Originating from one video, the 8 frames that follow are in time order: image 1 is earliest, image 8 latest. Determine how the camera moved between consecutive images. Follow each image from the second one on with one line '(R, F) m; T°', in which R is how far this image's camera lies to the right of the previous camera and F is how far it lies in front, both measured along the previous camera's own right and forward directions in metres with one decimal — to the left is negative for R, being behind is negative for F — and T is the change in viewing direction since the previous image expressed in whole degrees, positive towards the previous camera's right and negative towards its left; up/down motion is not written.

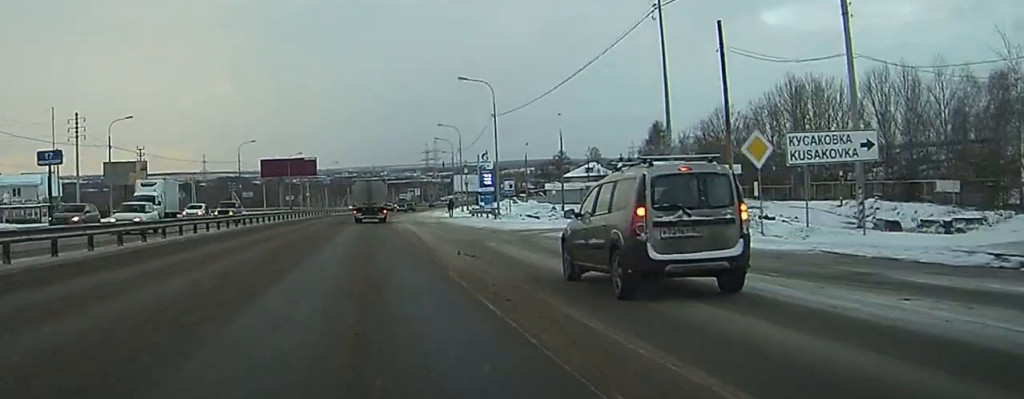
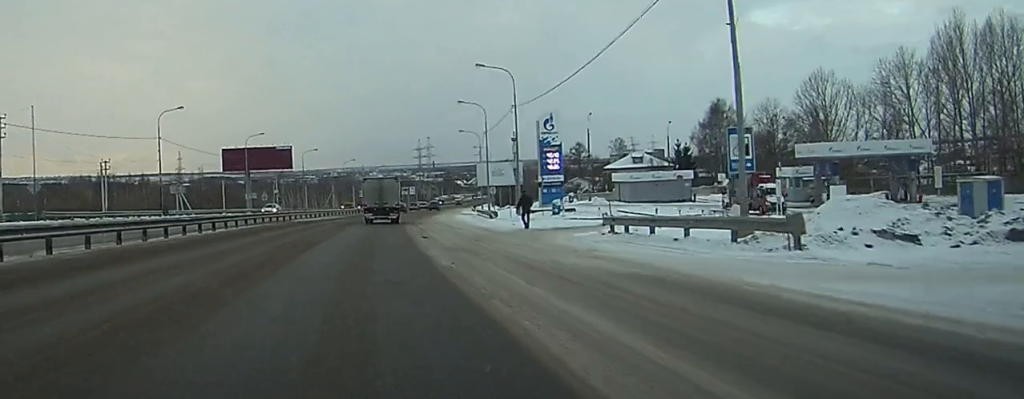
(+0.7, +47.4) m; +1°
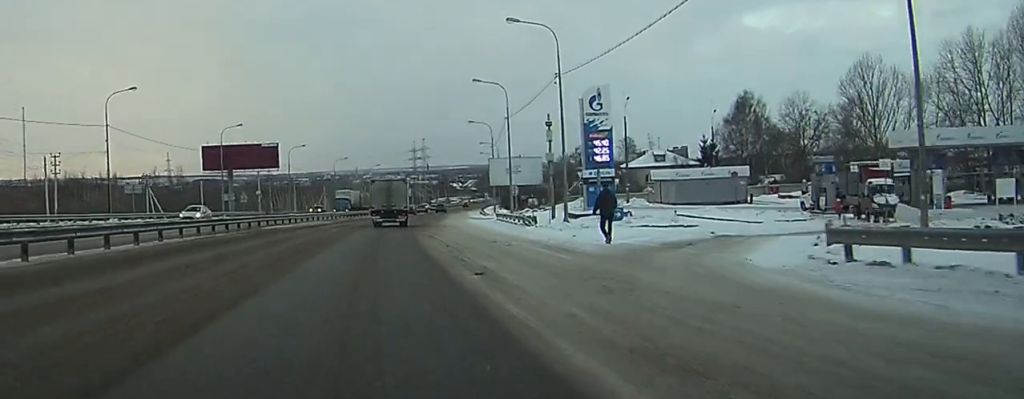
(0.0, +16.6) m; 0°
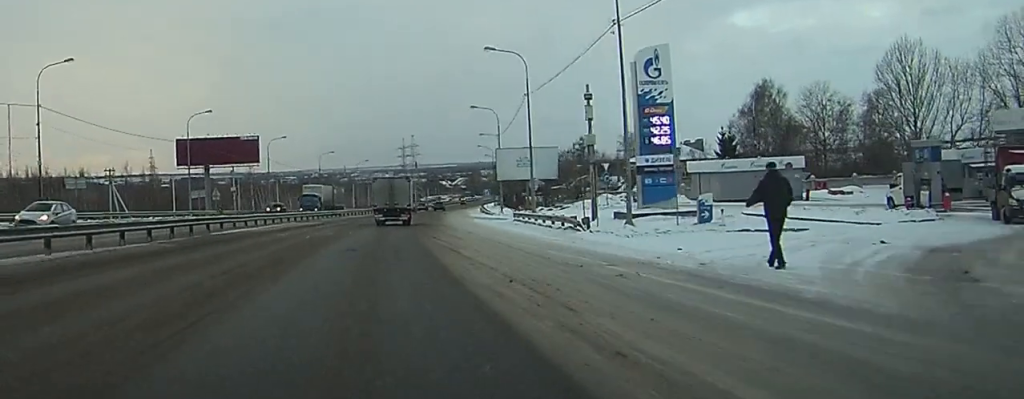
(+0.1, +13.7) m; +1°
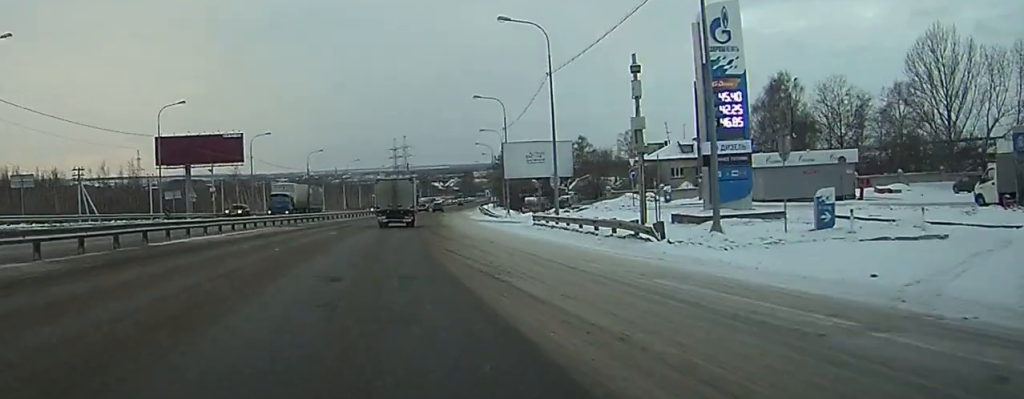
(0.0, +9.5) m; +1°
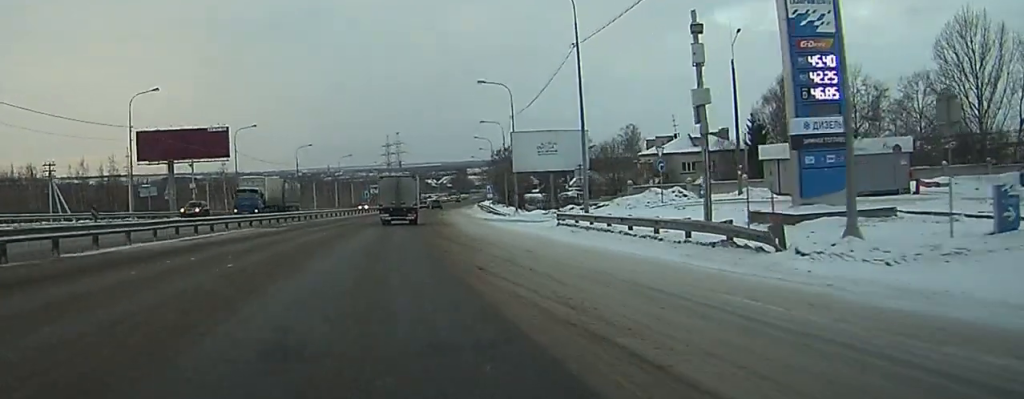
(+0.1, +7.8) m; 0°
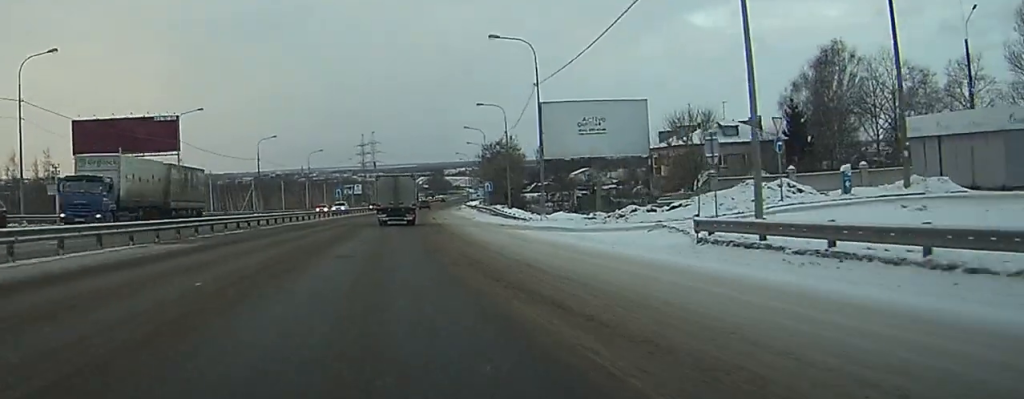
(+0.2, +19.9) m; +1°
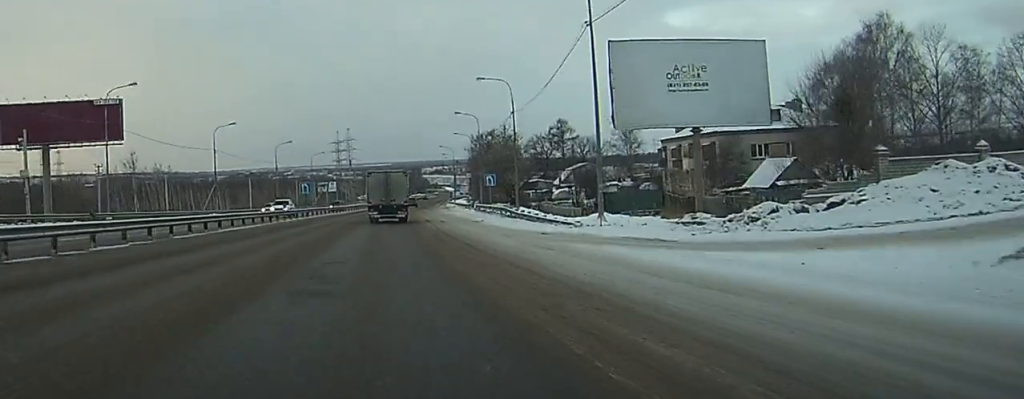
(0.0, +17.8) m; +1°
